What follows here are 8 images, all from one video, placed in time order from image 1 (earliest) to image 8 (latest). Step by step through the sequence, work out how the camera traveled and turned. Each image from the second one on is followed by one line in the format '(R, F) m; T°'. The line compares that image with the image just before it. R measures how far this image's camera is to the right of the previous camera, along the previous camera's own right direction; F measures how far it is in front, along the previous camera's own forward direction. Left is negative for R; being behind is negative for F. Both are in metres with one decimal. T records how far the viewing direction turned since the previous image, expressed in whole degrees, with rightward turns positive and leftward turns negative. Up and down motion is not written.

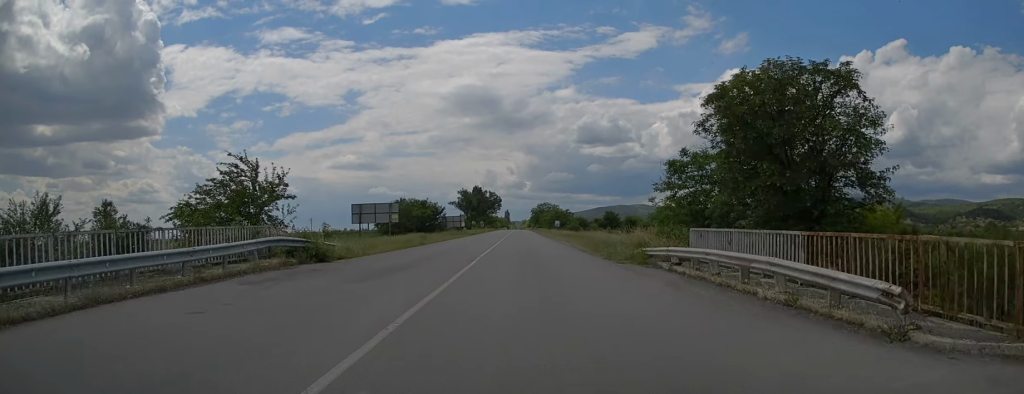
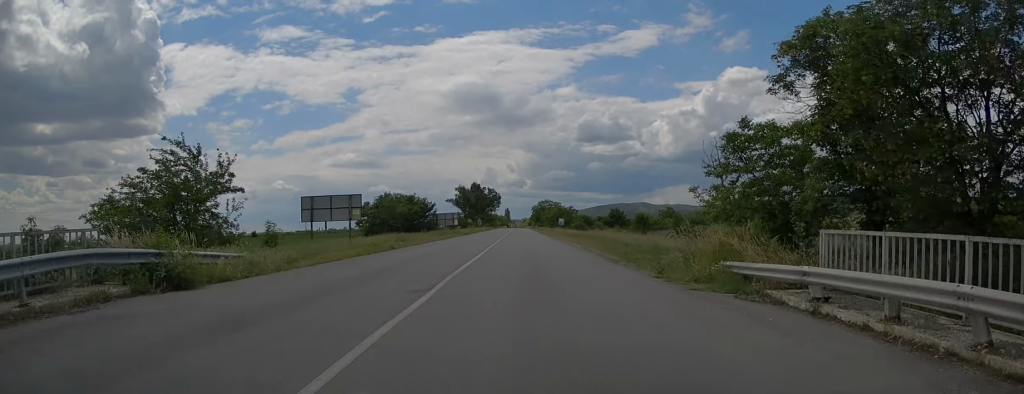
(+0.3, +9.1) m; 0°
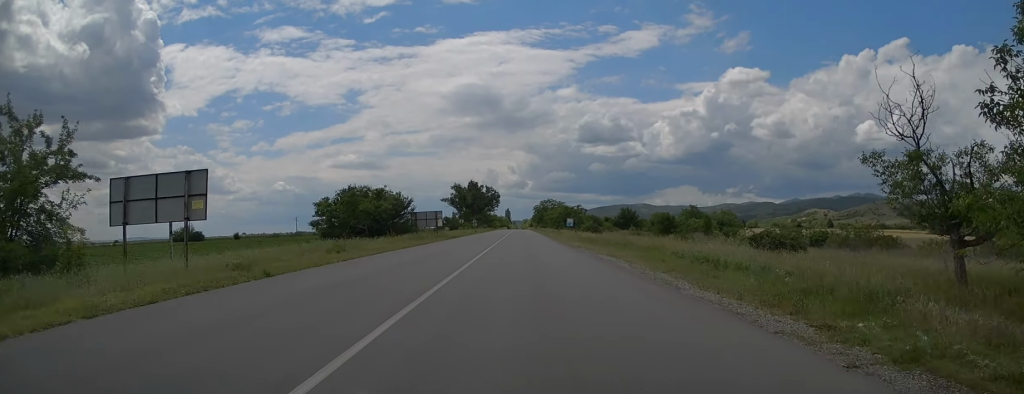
(-0.2, +14.8) m; 0°
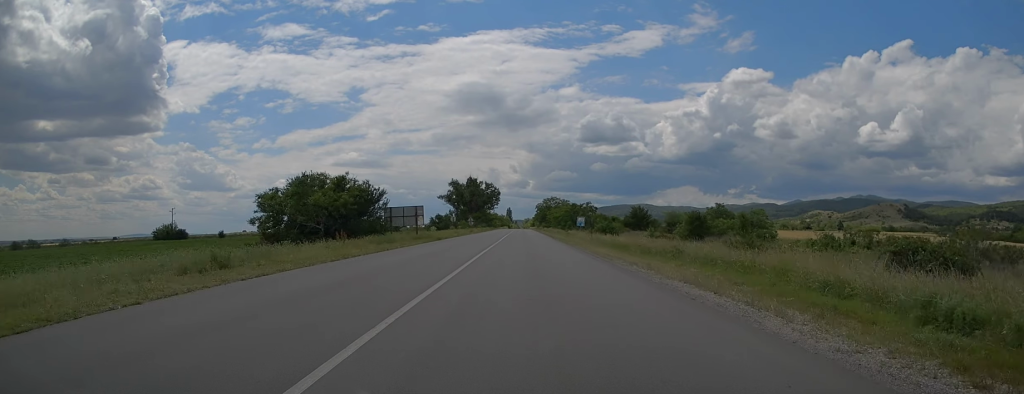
(+0.2, +12.1) m; +1°
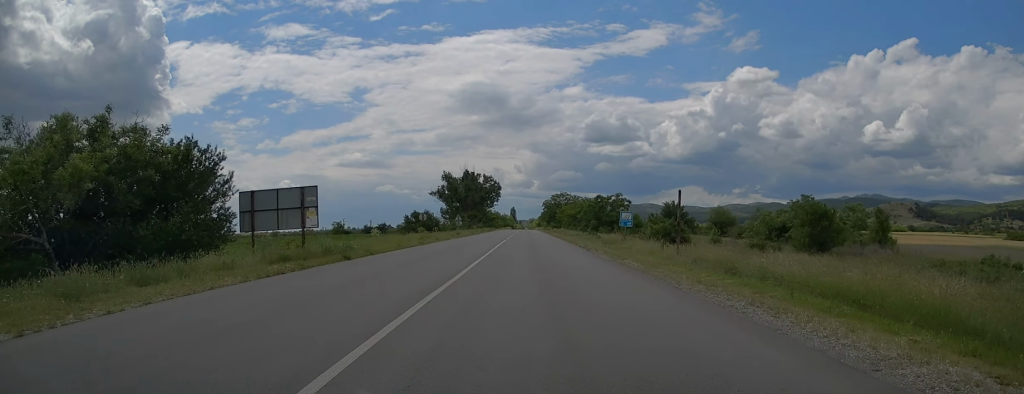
(0.0, +24.9) m; -1°
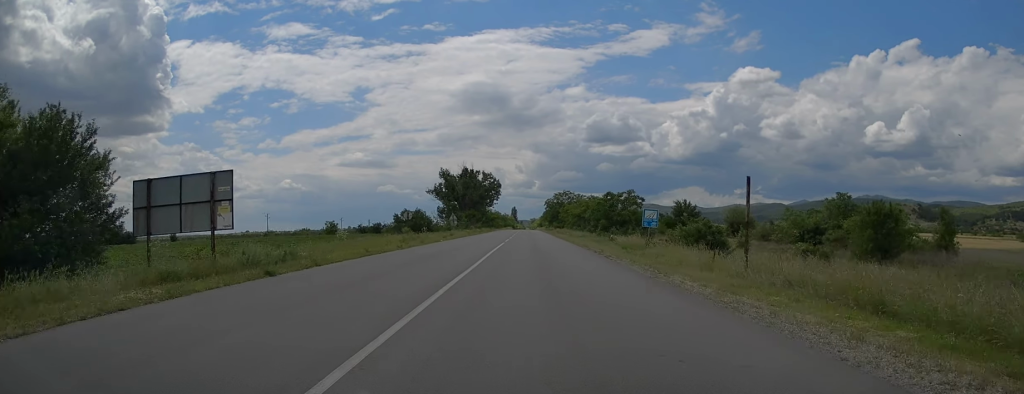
(-0.2, +6.6) m; 0°
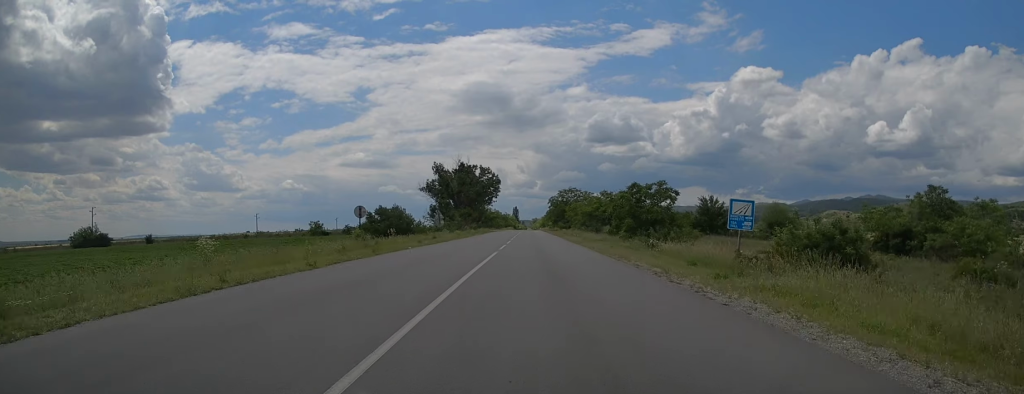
(+0.1, +12.7) m; 0°
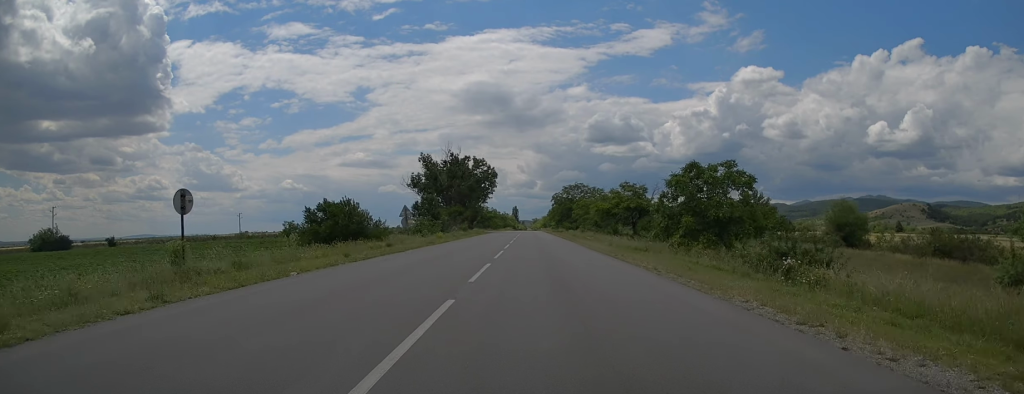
(0.0, +15.8) m; 0°
